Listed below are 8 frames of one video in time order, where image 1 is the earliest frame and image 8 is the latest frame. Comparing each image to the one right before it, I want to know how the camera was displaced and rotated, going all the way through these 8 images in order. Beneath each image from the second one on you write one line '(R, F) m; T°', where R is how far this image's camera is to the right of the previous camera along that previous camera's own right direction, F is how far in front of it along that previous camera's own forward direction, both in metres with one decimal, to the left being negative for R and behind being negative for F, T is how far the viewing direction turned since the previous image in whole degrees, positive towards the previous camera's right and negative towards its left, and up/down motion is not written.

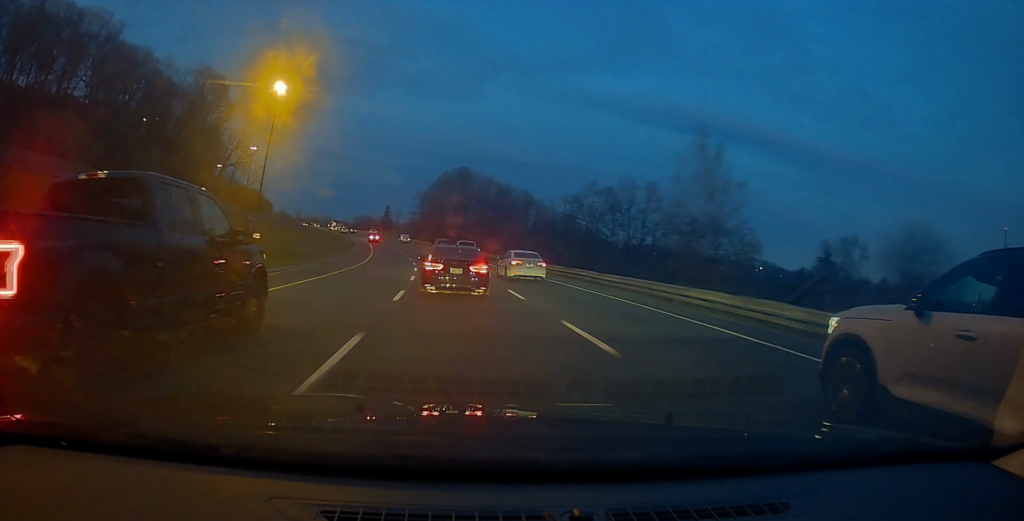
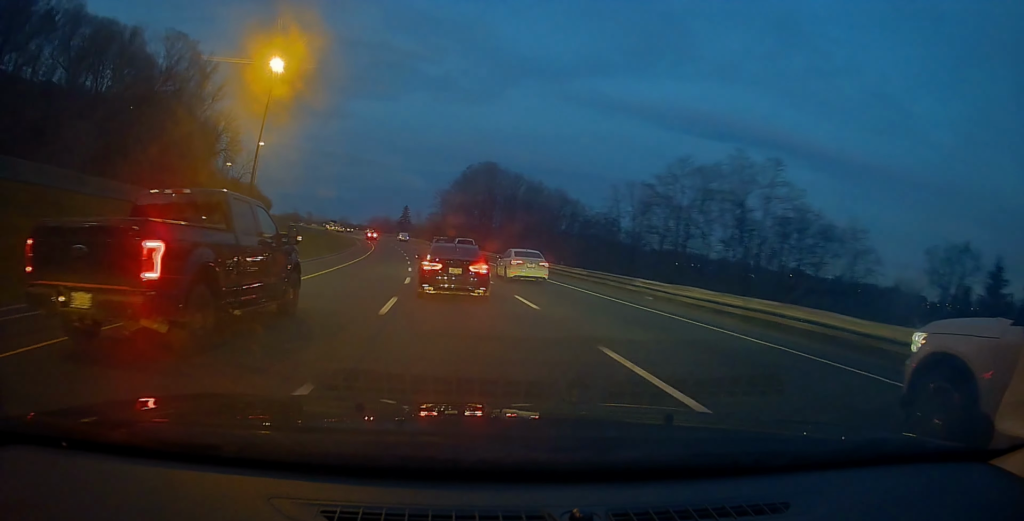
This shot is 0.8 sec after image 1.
(-0.8, +21.1) m; -2°
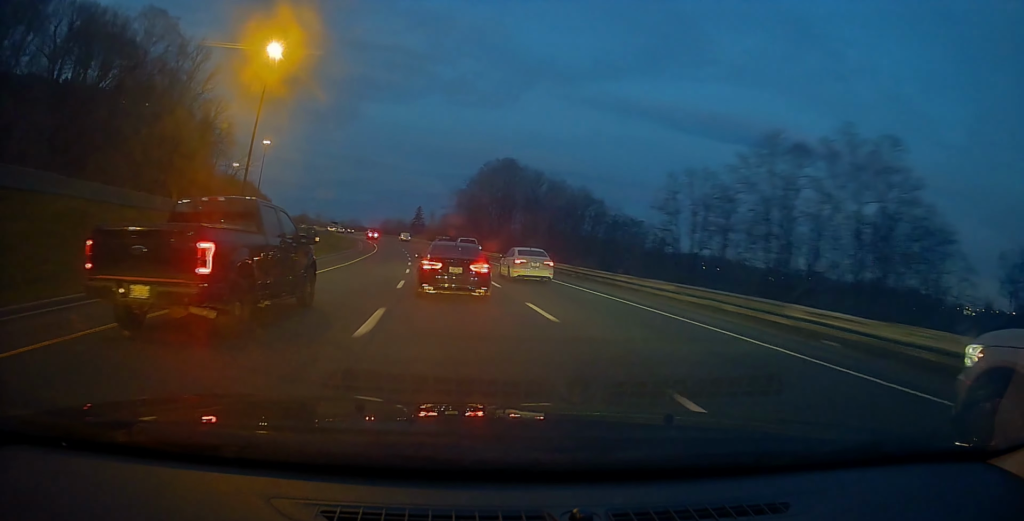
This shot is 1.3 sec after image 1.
(-0.1, +11.7) m; -1°
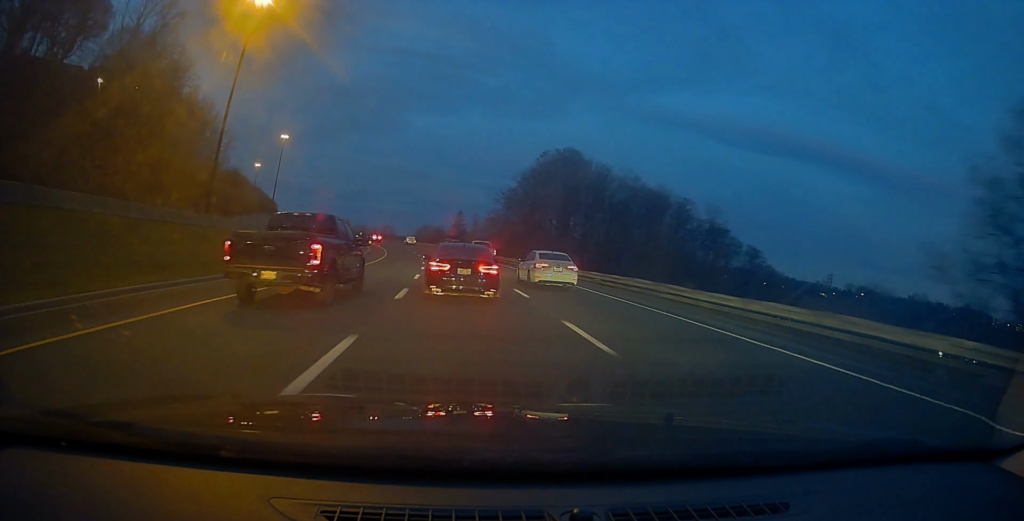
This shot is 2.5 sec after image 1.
(-1.0, +30.5) m; -4°
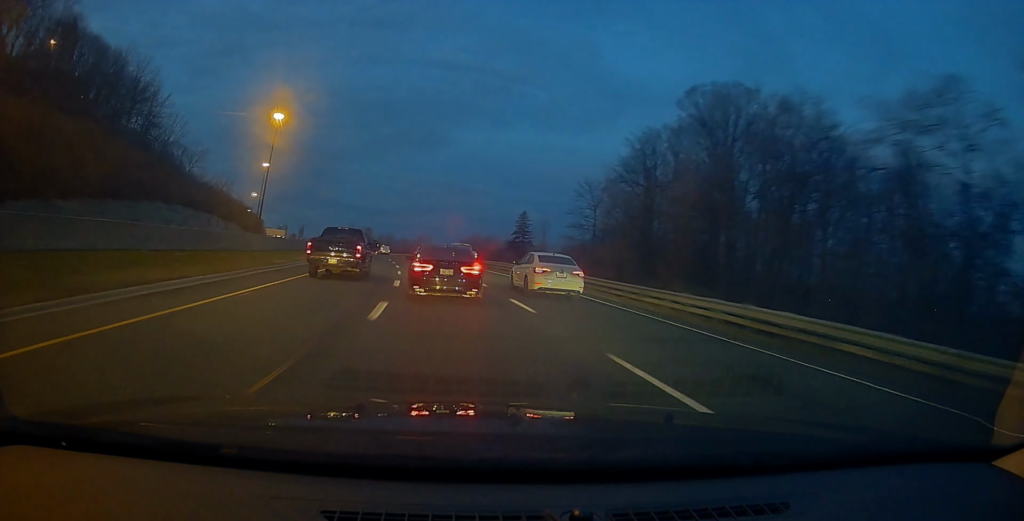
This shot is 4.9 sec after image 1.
(-2.3, +58.3) m; -7°
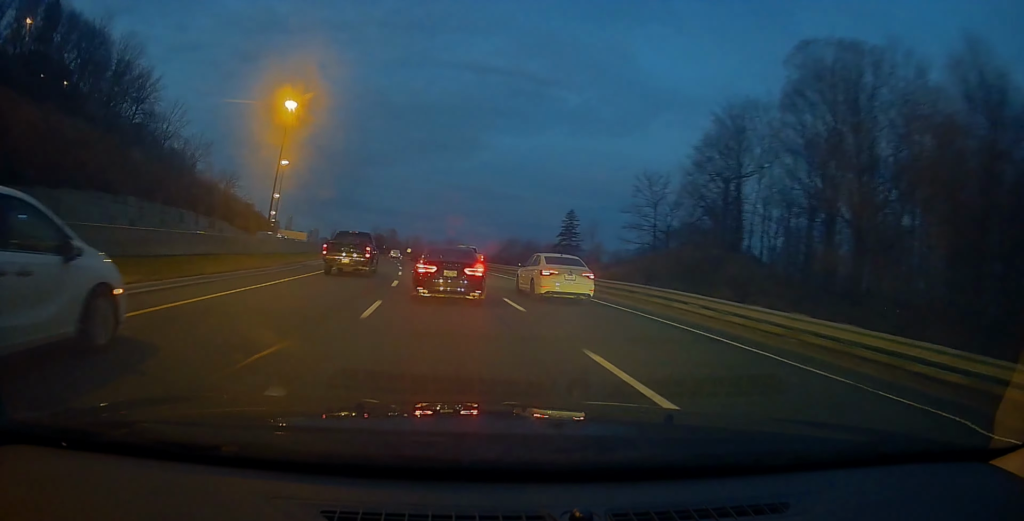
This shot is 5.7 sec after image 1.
(-1.0, +17.4) m; -3°
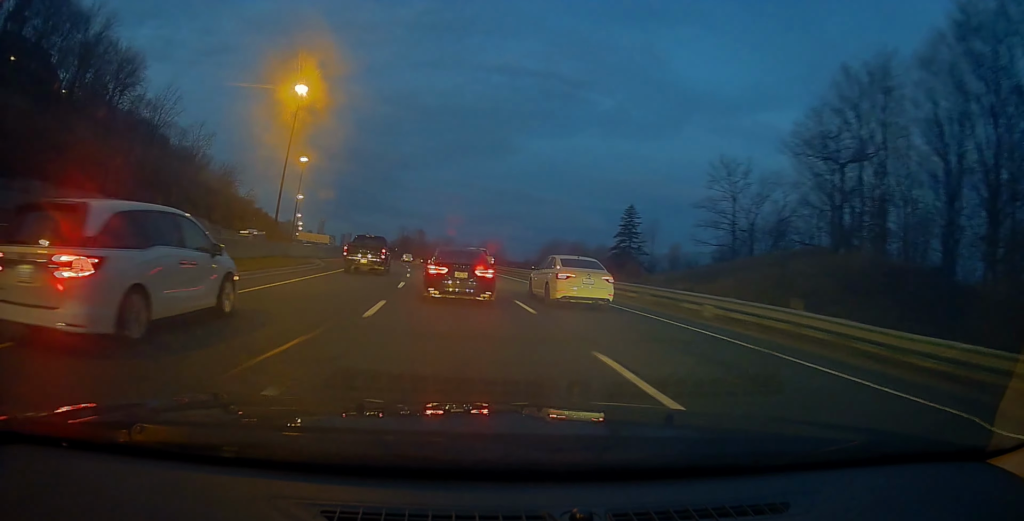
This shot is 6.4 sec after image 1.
(-0.3, +18.1) m; -2°
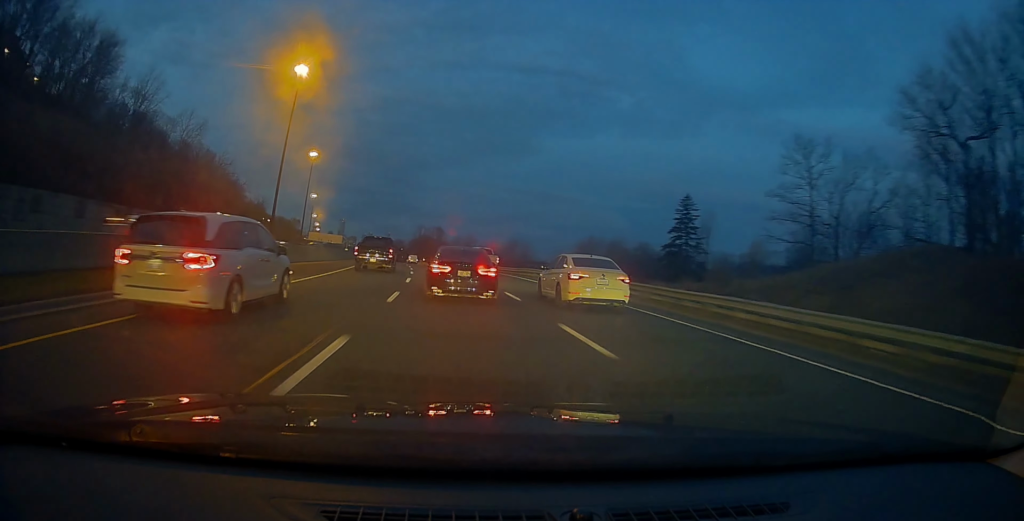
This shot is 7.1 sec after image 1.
(+0.1, +14.9) m; -2°
